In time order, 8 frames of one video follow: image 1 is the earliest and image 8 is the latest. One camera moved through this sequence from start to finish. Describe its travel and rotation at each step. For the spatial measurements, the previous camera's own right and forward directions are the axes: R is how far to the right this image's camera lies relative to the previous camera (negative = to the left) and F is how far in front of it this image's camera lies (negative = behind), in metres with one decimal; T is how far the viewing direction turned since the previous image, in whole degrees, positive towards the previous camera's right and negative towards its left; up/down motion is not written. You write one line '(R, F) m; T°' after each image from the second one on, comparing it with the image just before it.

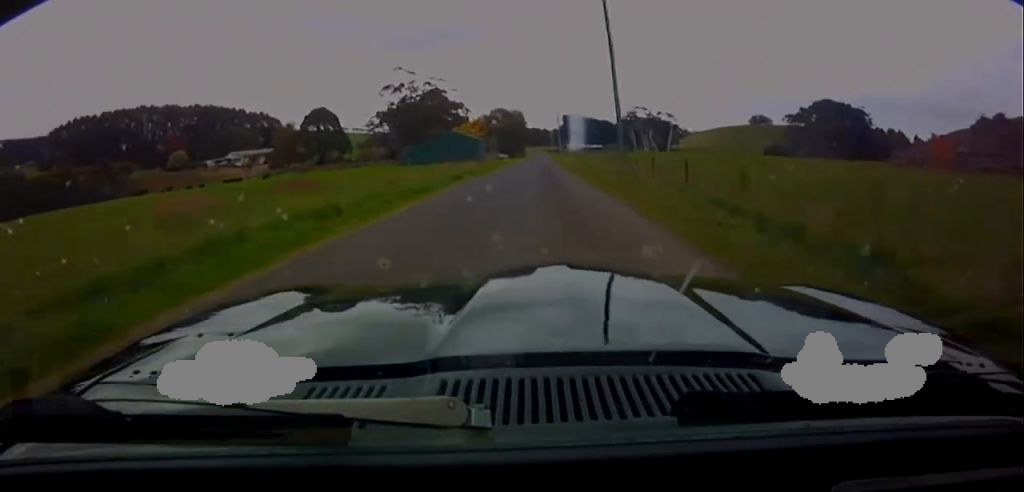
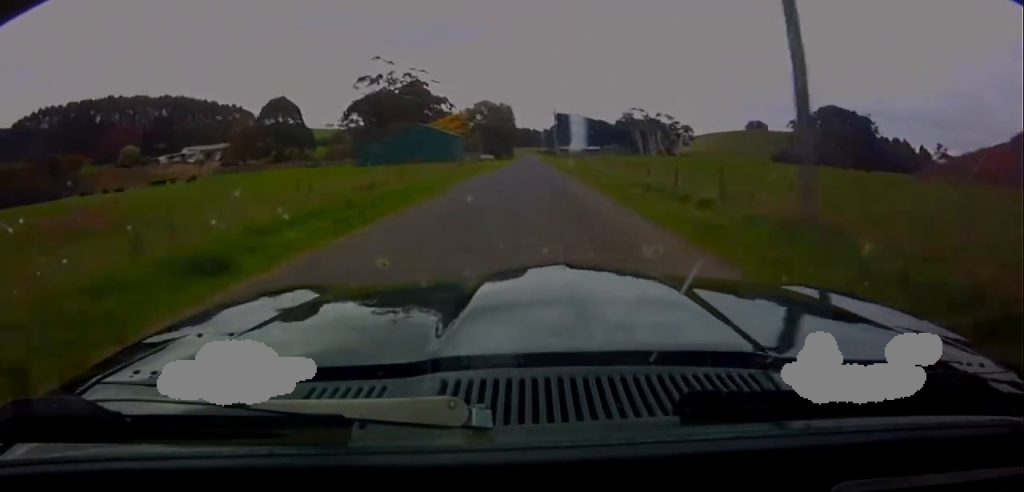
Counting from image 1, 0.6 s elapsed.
(-0.1, +23.2) m; 0°
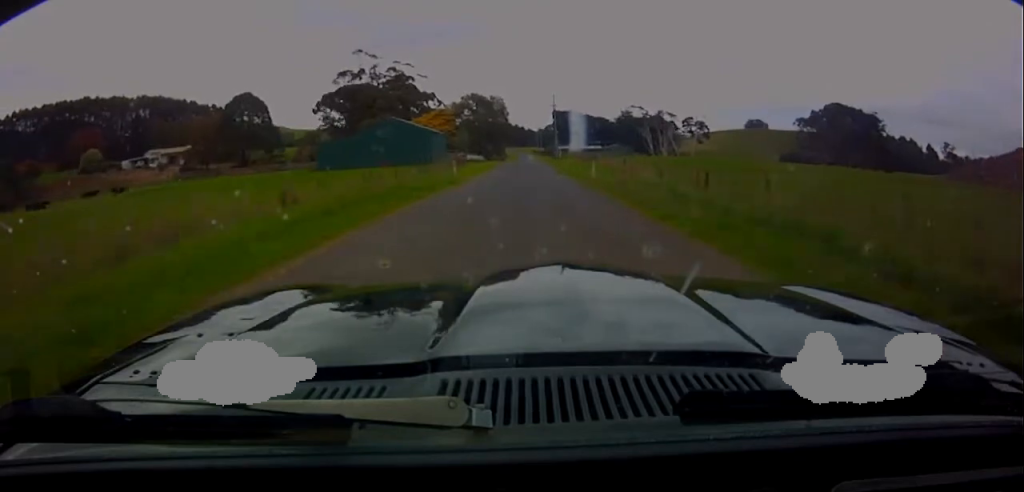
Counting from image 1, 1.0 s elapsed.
(0.0, +17.0) m; 0°
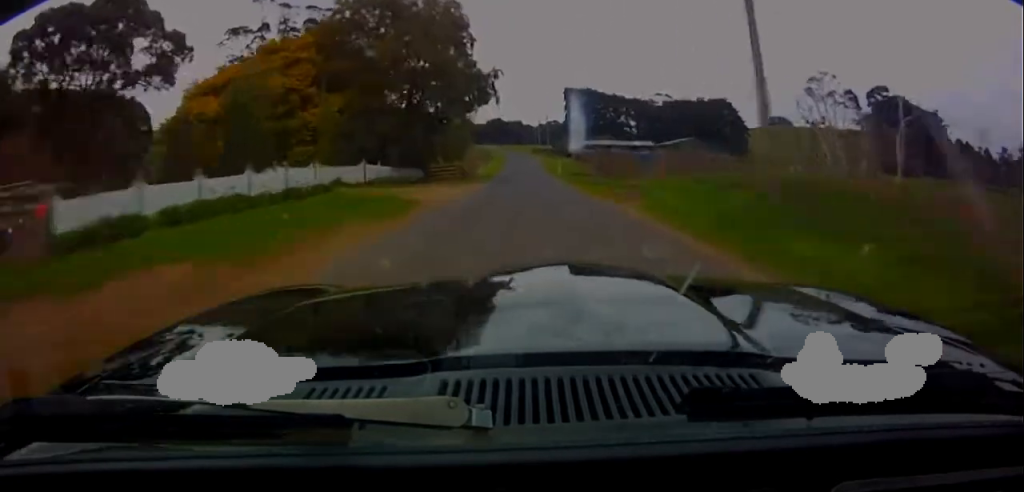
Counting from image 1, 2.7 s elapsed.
(+0.2, +77.1) m; 0°
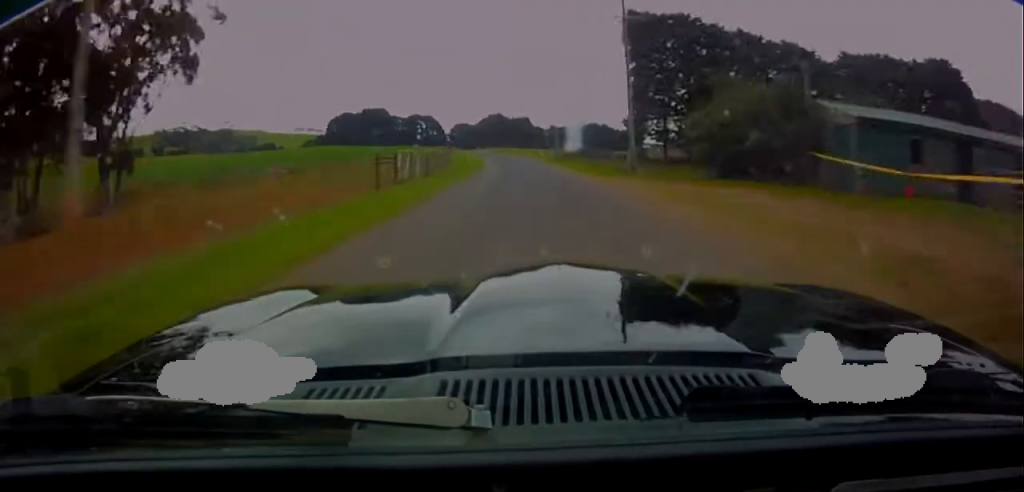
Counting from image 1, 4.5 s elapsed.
(-1.5, +81.3) m; -4°
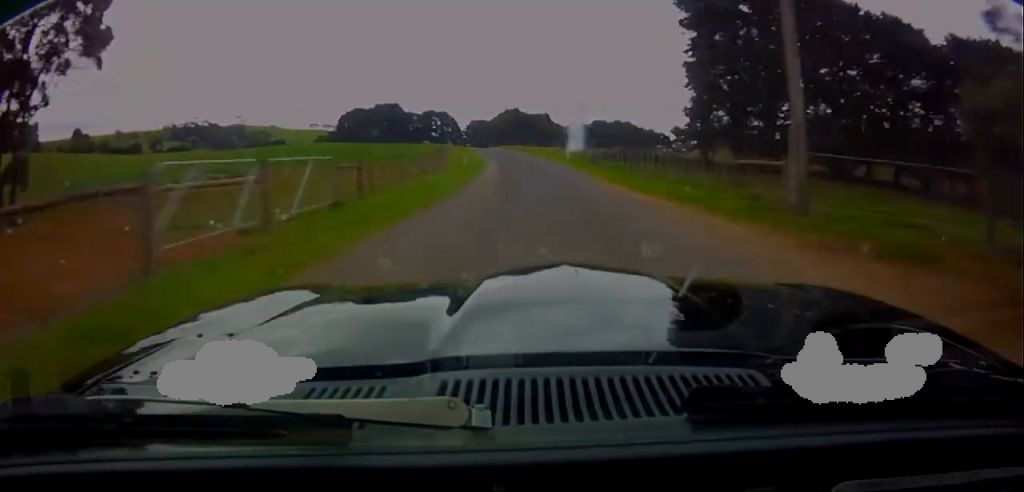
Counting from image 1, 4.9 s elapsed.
(-0.2, +16.7) m; -1°
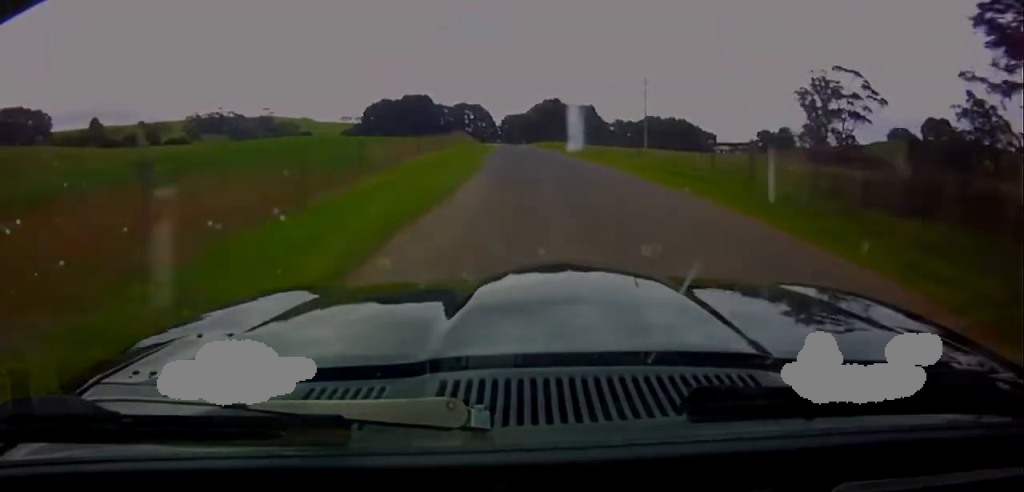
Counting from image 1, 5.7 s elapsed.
(-0.6, +31.2) m; -2°
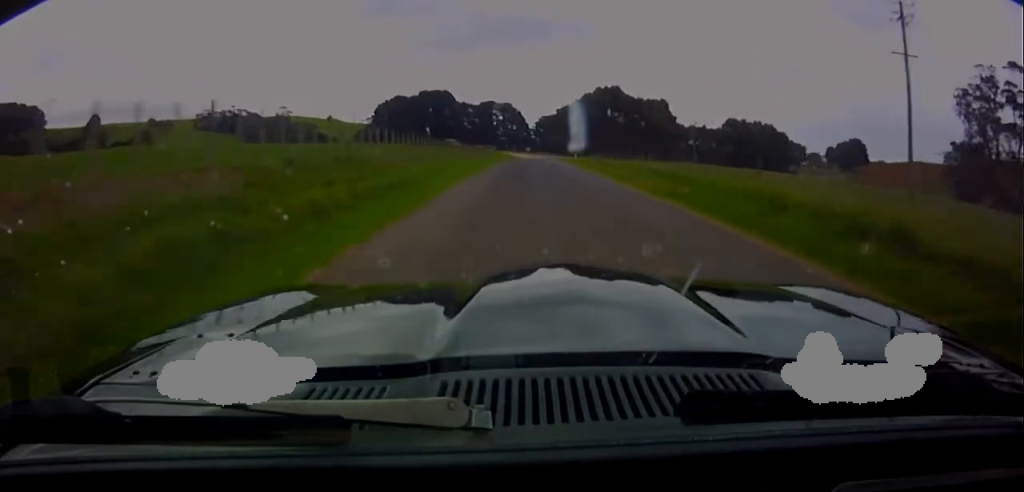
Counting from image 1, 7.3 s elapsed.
(-1.5, +53.9) m; -2°
